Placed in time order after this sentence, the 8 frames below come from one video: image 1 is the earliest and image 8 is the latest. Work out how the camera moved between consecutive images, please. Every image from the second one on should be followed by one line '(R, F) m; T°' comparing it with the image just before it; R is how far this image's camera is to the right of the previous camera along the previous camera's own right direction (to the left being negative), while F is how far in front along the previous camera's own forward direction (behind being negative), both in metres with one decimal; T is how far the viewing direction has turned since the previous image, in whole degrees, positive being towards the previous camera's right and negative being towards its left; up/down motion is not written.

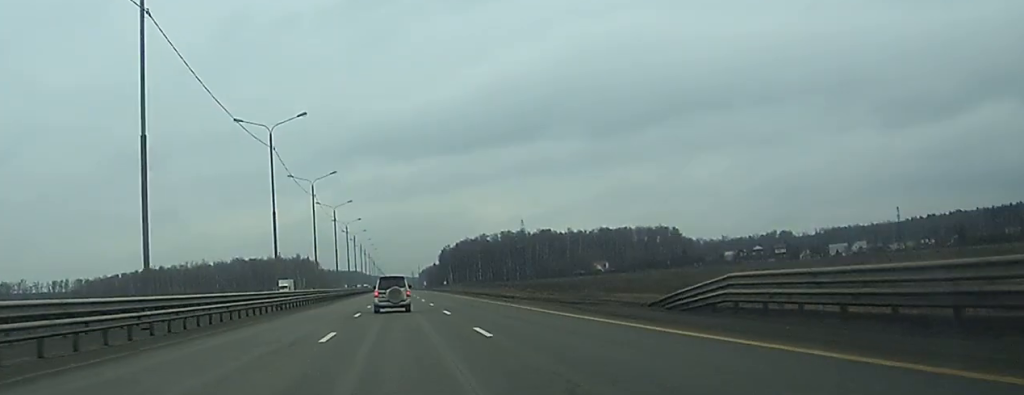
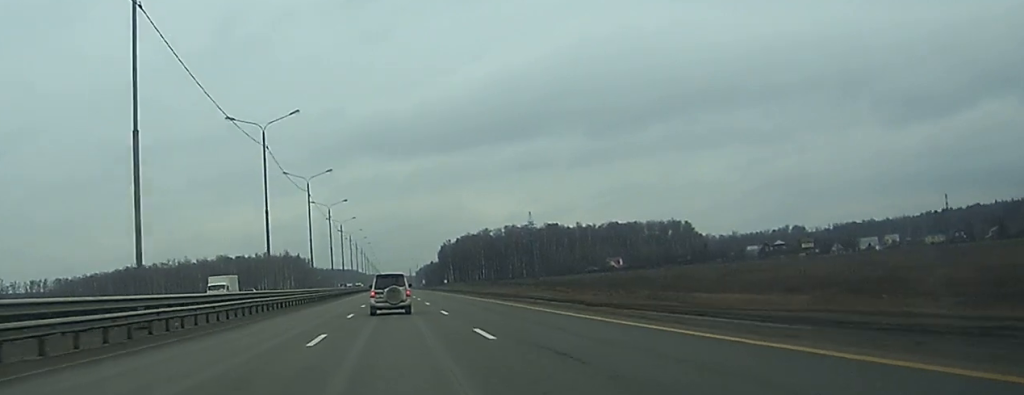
(0.0, +36.8) m; 0°
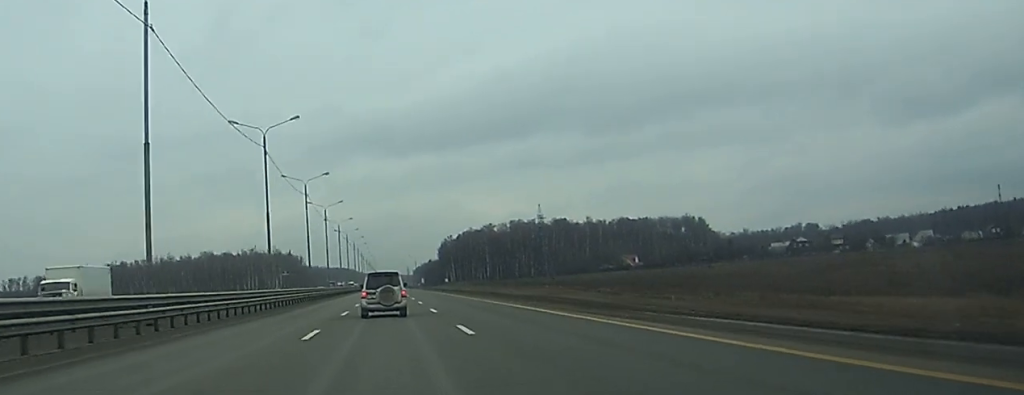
(0.0, +32.7) m; 0°
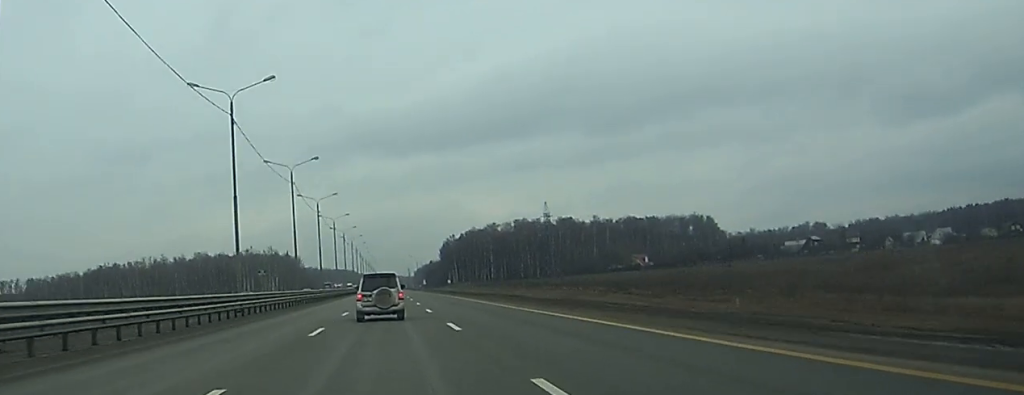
(0.0, +14.3) m; 0°
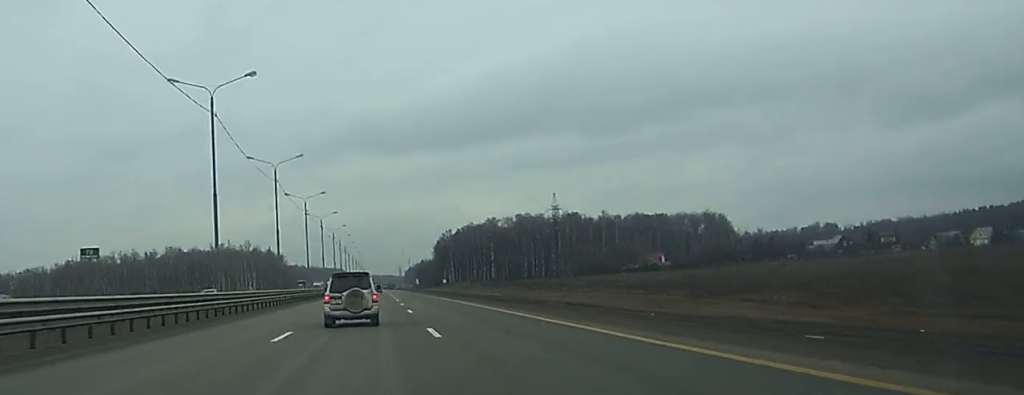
(0.0, +35.4) m; 0°
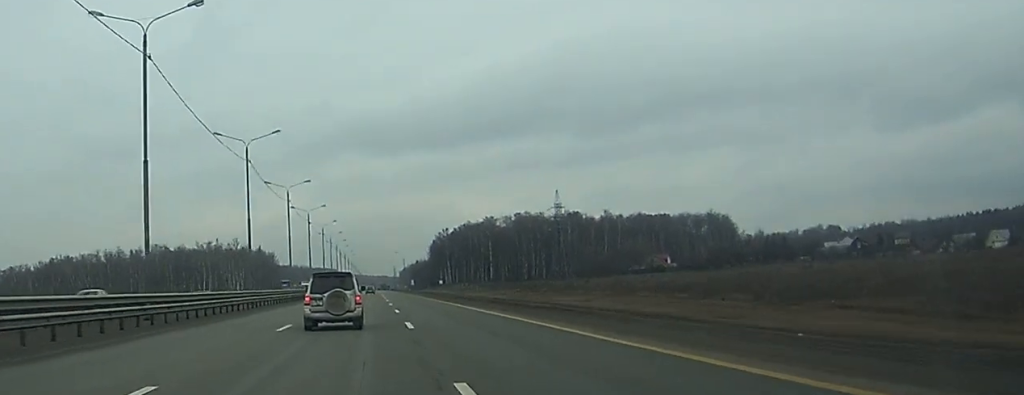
(0.0, +13.6) m; 0°
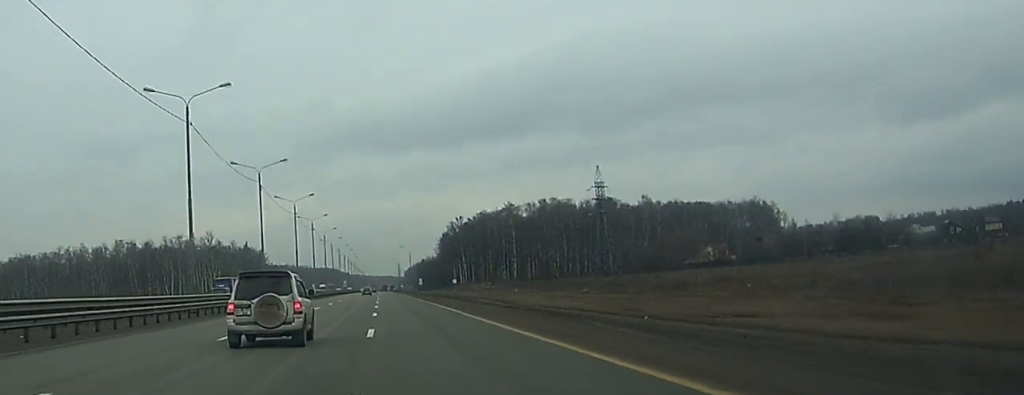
(+0.1, +50.8) m; 0°
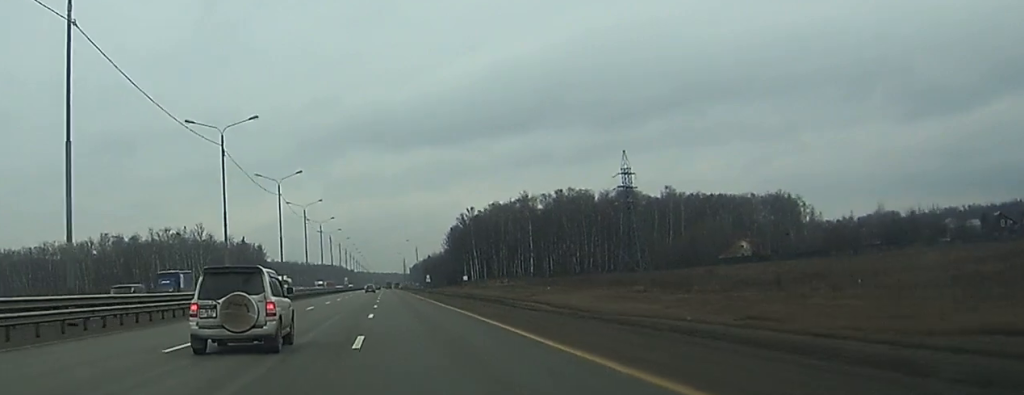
(0.0, +20.6) m; 0°
